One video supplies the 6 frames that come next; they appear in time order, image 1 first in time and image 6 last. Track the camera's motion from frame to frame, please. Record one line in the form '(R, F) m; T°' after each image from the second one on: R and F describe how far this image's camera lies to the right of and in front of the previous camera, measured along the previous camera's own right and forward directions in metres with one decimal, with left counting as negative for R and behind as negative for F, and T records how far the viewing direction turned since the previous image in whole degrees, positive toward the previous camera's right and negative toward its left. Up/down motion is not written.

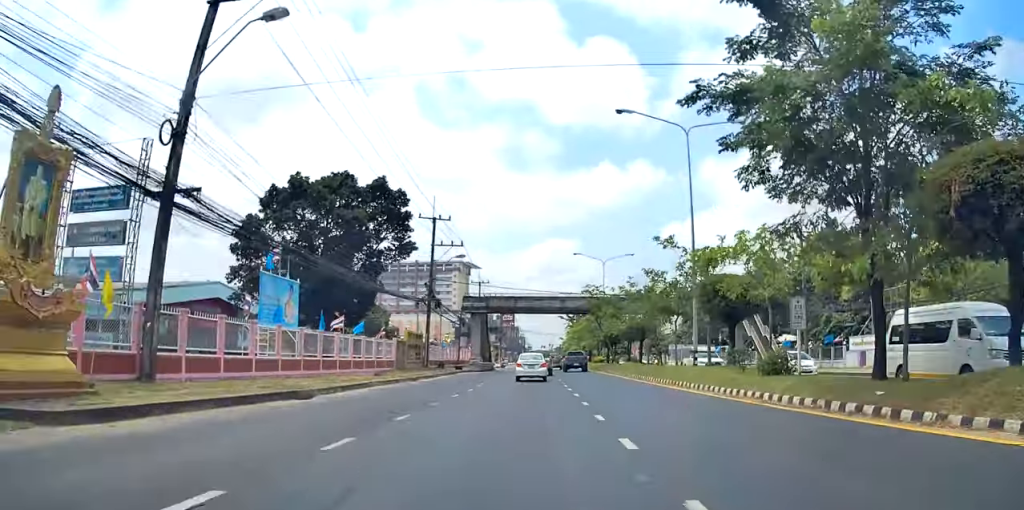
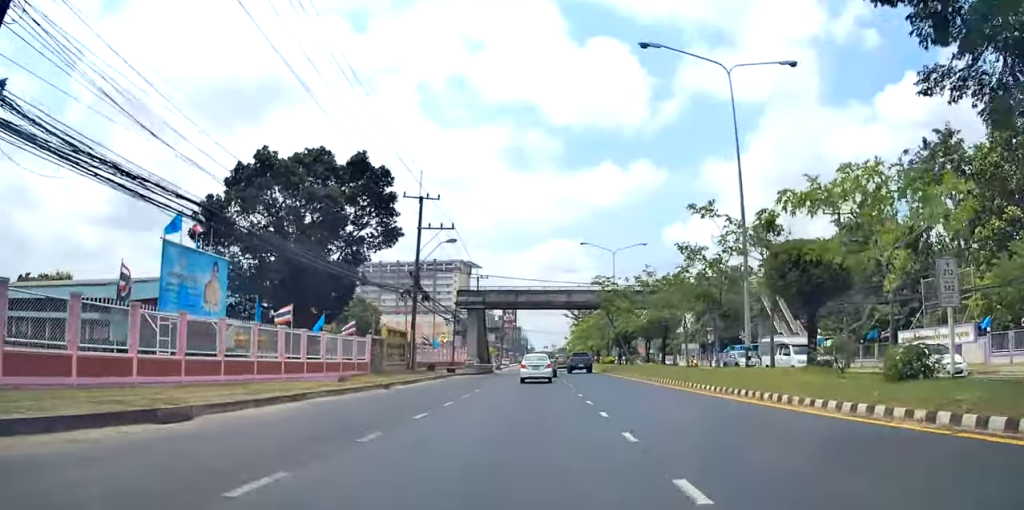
(-0.4, +7.0) m; 0°
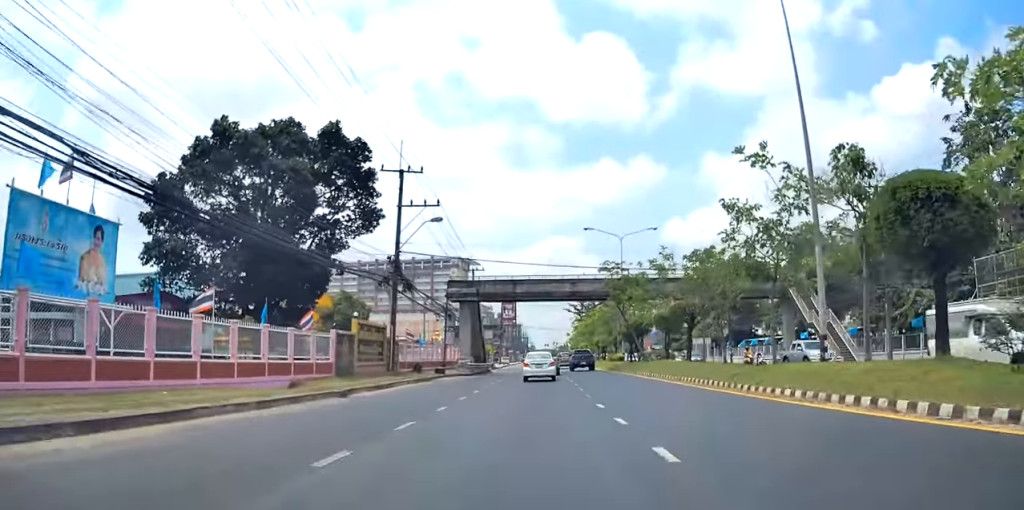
(-0.4, +6.4) m; 0°
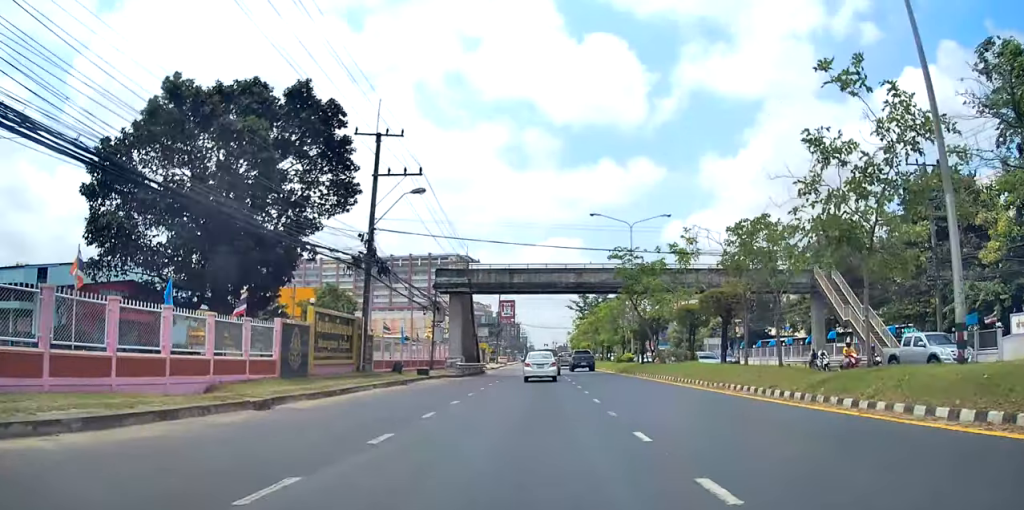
(+0.3, +6.4) m; +1°
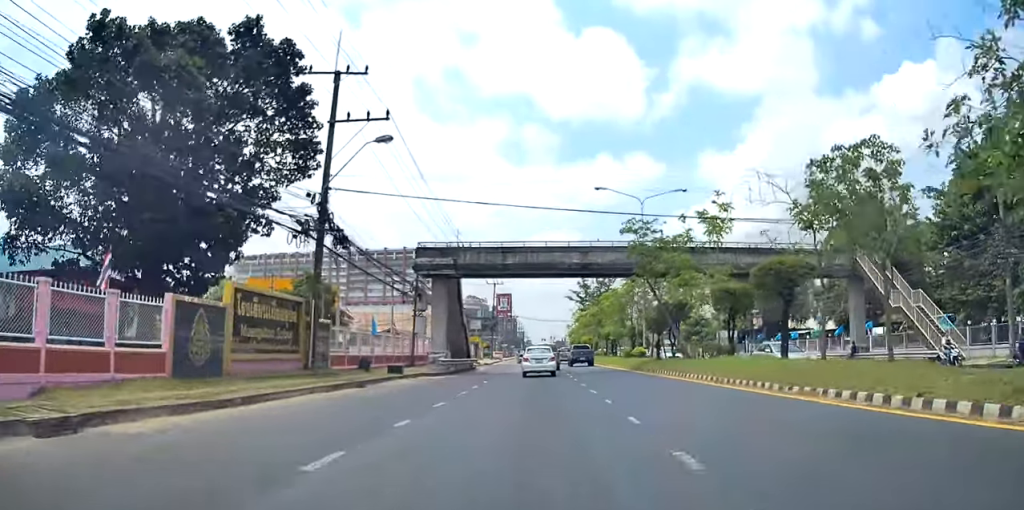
(+0.2, +7.0) m; +1°
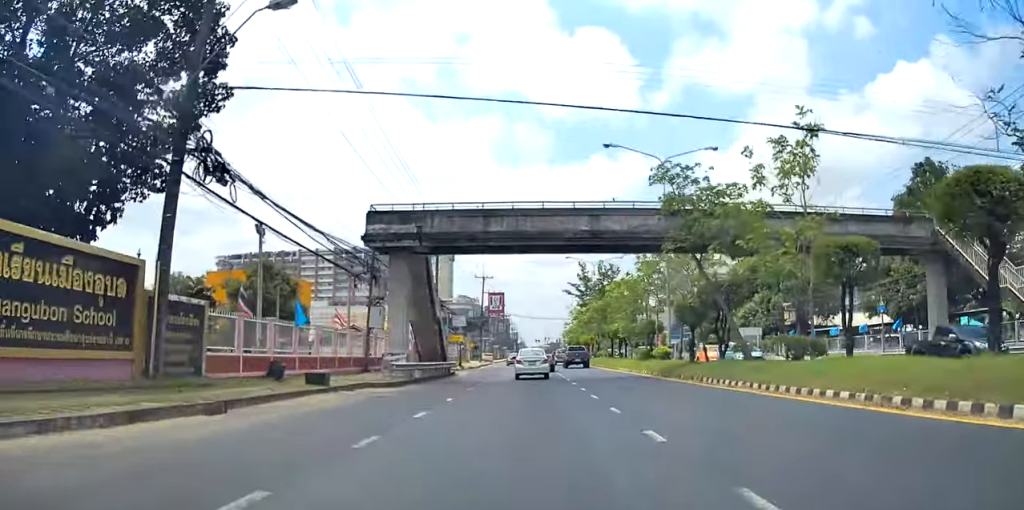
(-0.2, +10.4) m; -1°
